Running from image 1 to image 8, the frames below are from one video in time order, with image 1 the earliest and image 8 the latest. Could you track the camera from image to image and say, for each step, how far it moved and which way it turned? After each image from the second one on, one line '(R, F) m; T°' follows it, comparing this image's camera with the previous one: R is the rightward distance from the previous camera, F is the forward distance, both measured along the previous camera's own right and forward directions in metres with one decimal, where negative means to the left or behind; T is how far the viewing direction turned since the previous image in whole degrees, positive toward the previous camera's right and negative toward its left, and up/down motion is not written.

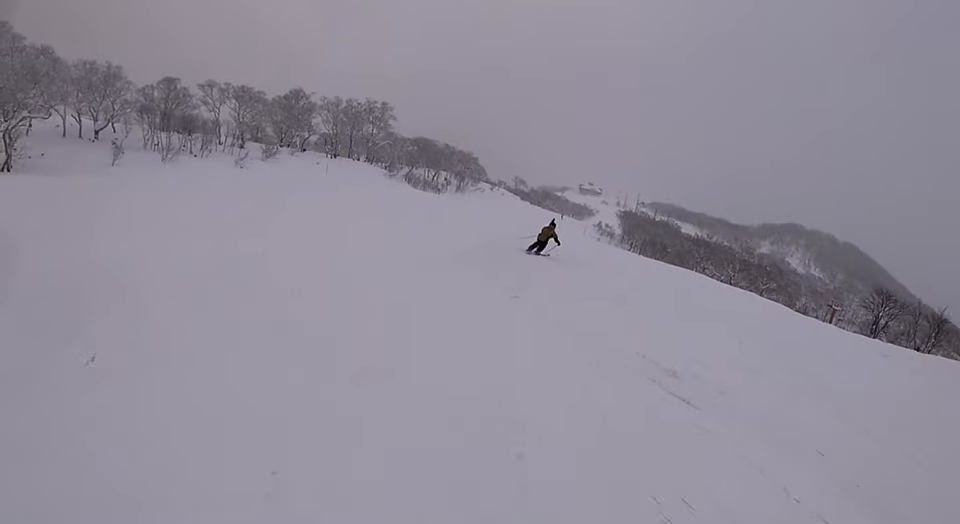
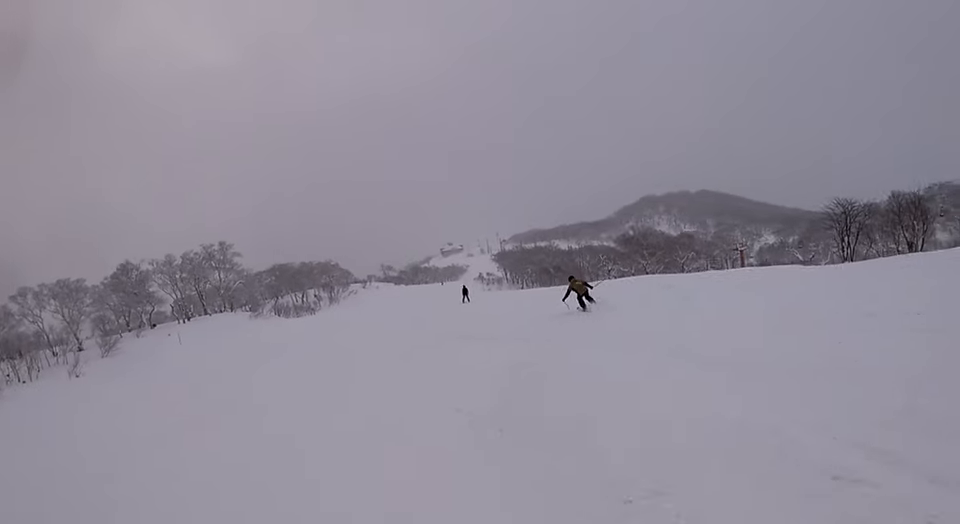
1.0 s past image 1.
(-1.0, +9.3) m; +9°
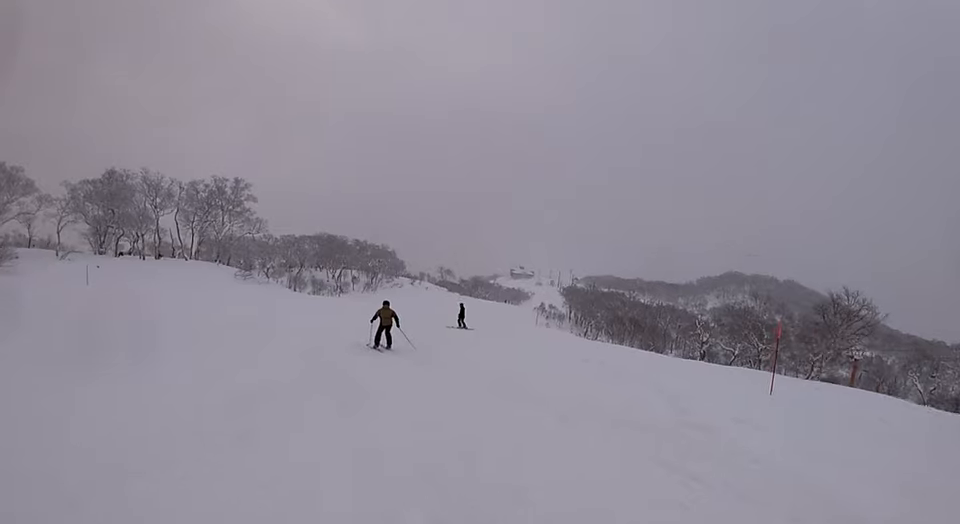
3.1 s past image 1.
(+1.4, +19.1) m; -13°
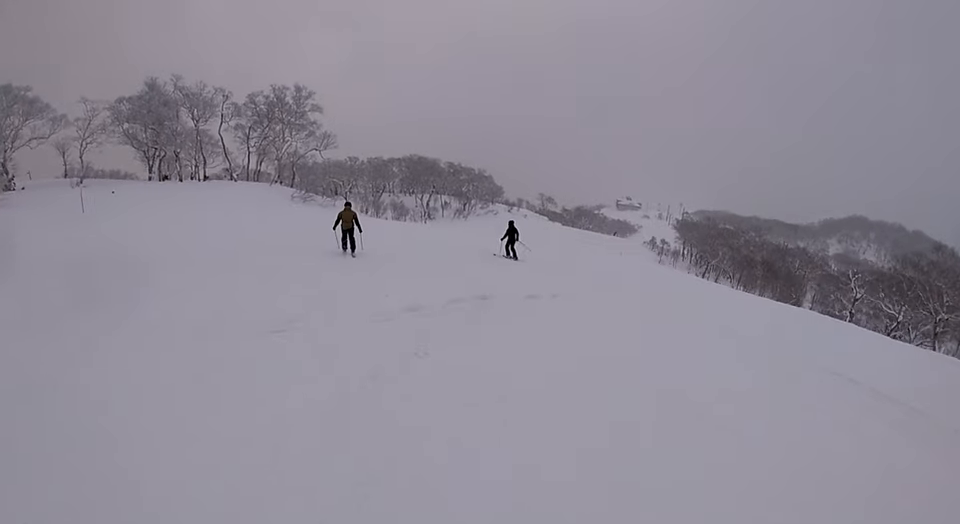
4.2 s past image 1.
(-1.2, +9.9) m; -4°
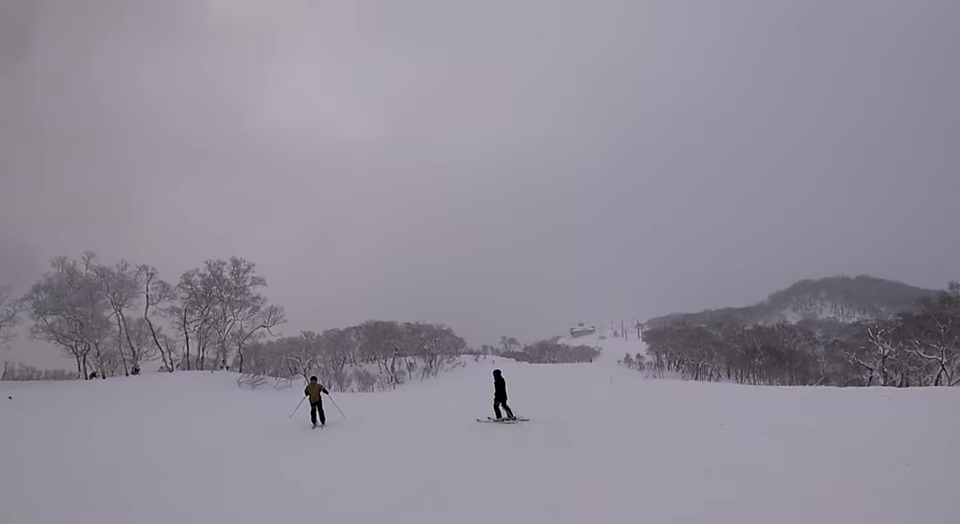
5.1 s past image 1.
(+0.2, +8.3) m; +8°
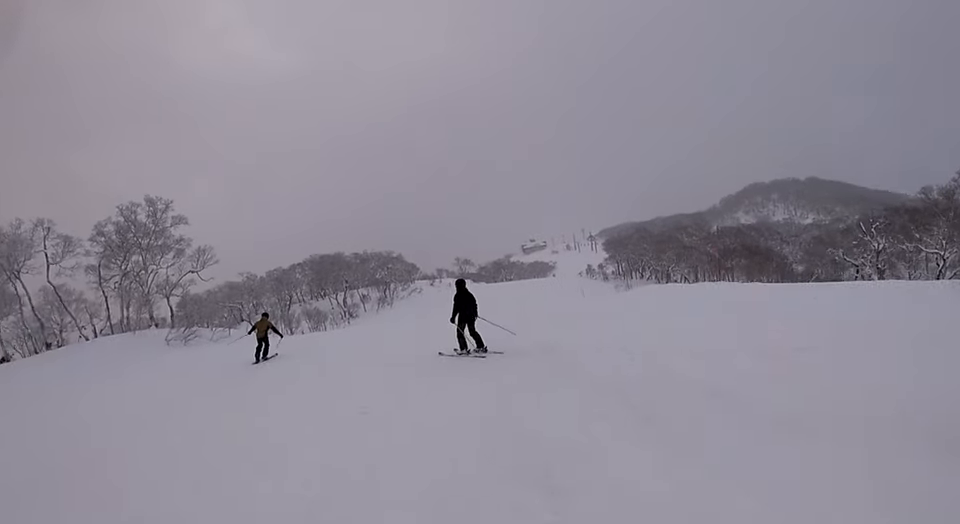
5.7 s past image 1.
(+0.6, +5.3) m; +6°
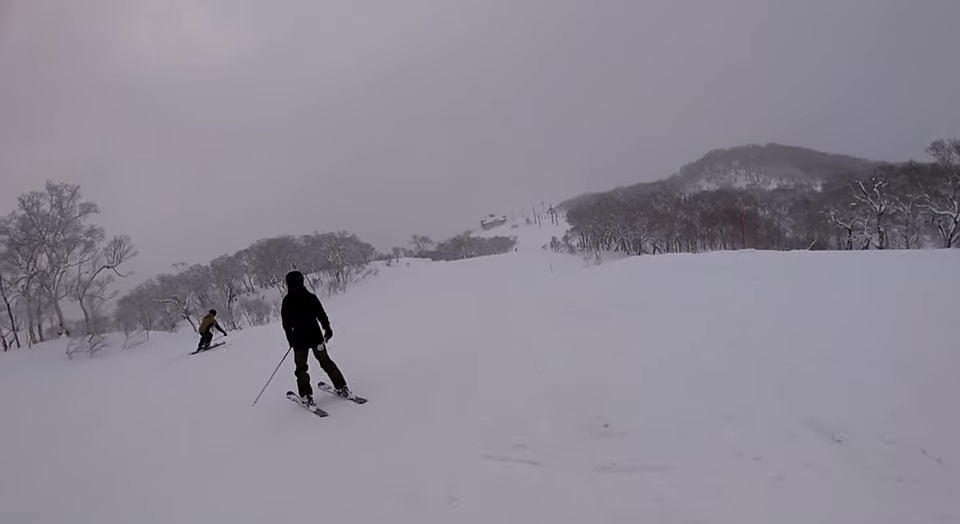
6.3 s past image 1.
(+0.2, +5.9) m; +2°
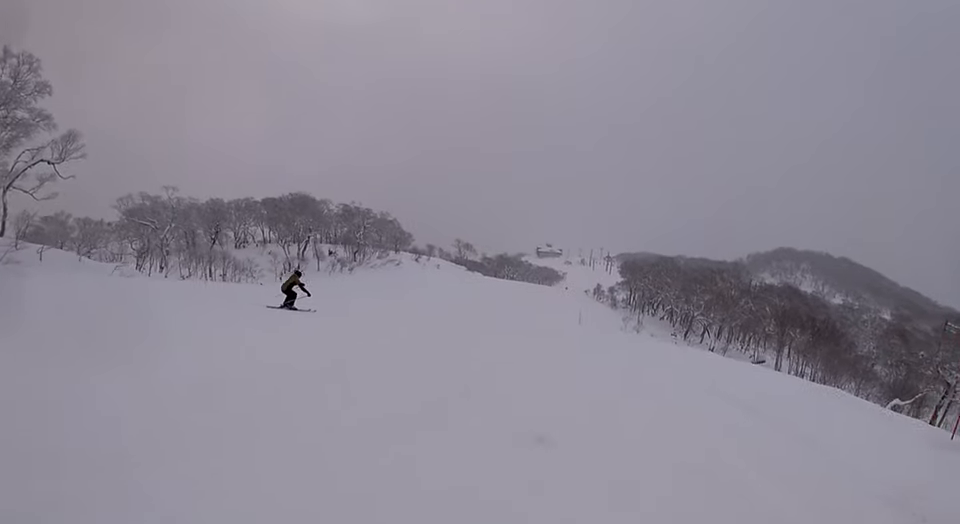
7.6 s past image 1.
(0.0, +11.5) m; 0°
